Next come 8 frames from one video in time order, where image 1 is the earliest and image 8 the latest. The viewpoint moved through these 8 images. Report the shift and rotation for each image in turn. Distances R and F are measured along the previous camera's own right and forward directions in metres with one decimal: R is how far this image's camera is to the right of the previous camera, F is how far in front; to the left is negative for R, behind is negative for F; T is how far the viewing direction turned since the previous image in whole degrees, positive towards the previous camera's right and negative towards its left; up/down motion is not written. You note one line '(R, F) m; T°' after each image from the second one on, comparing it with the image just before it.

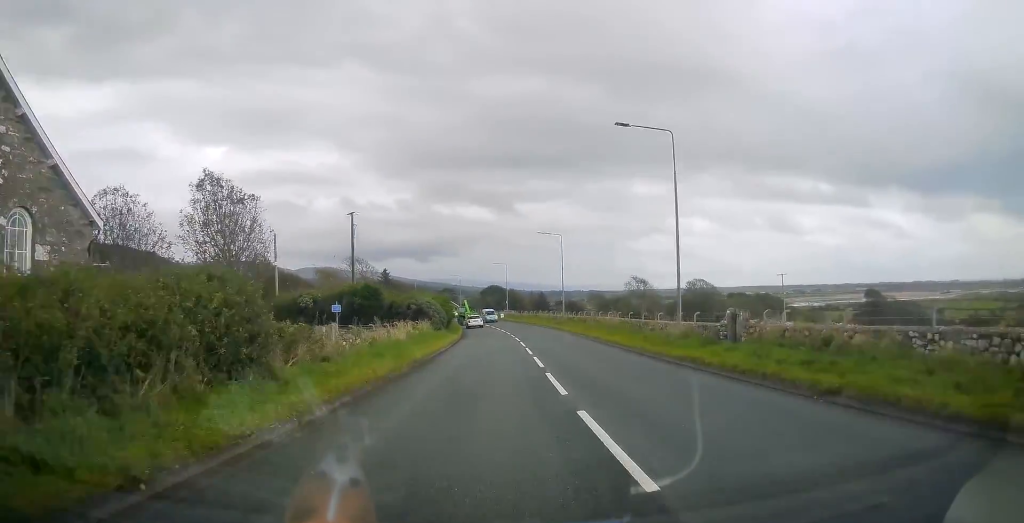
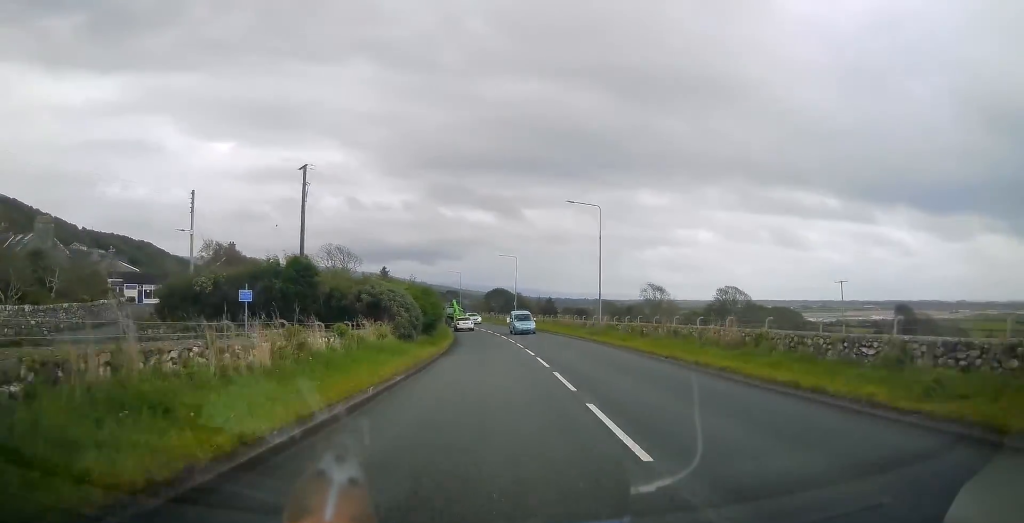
(+0.3, +16.8) m; +2°
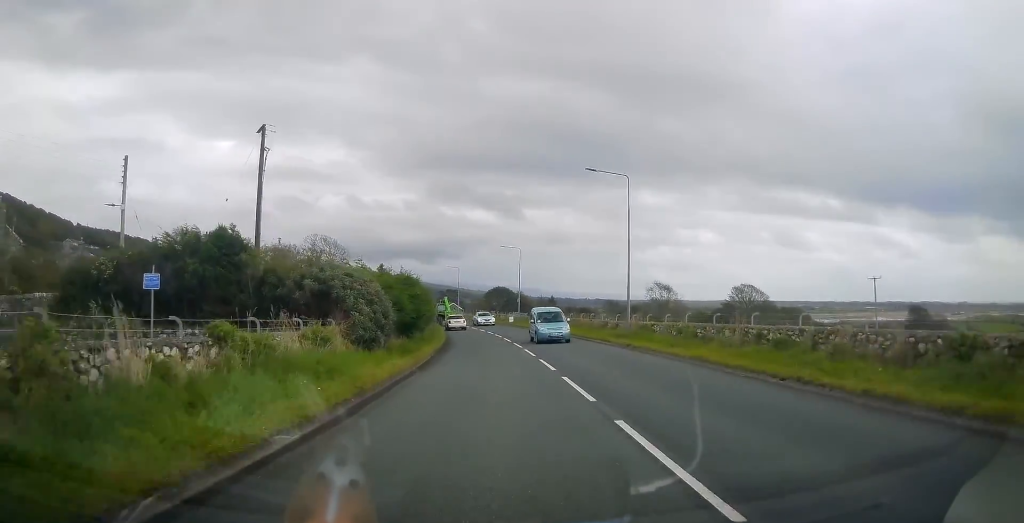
(+0.1, +7.9) m; 0°
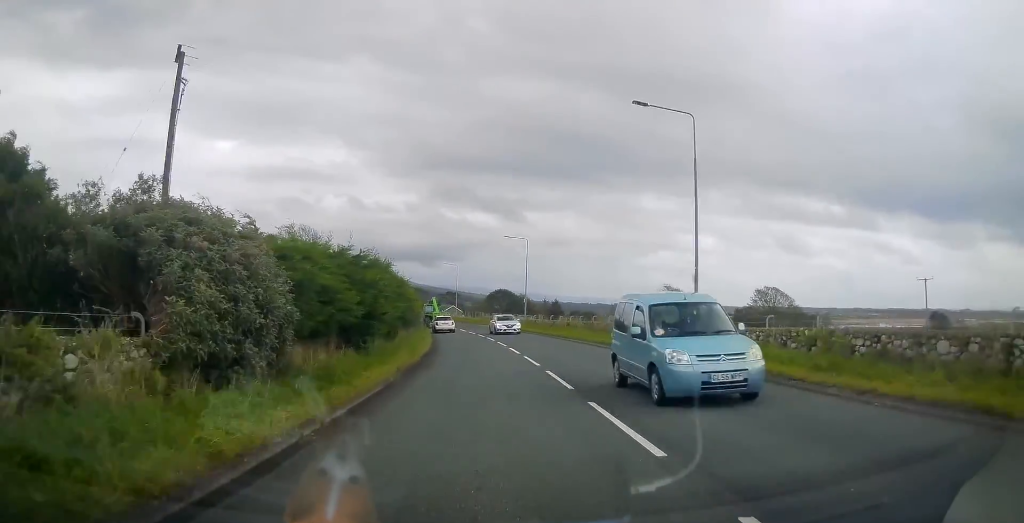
(+0.1, +10.0) m; 0°
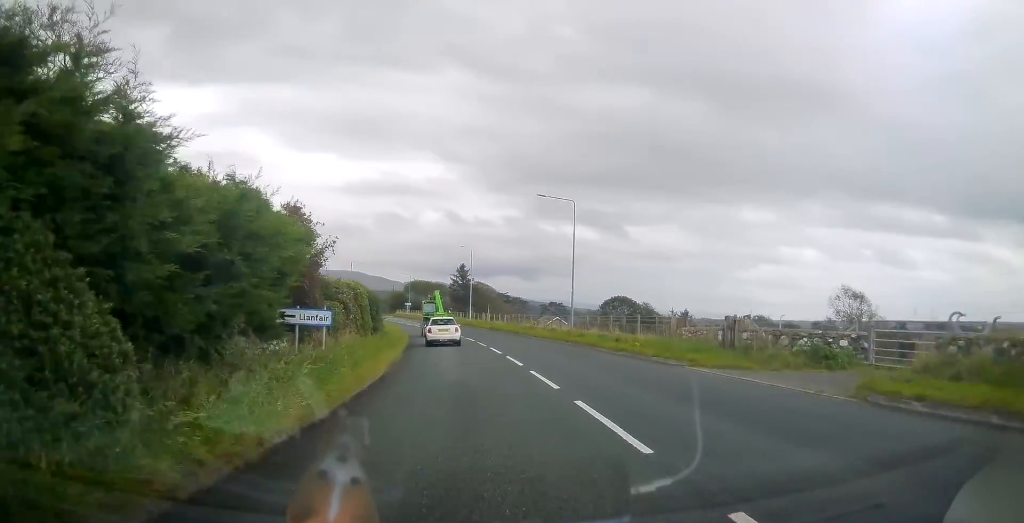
(-3.5, +56.4) m; -9°
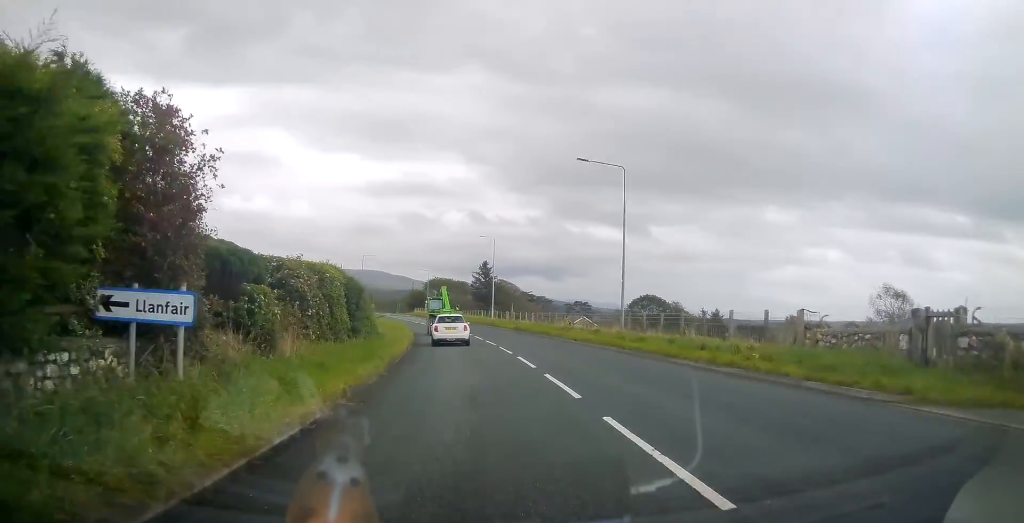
(-0.1, +8.0) m; -2°
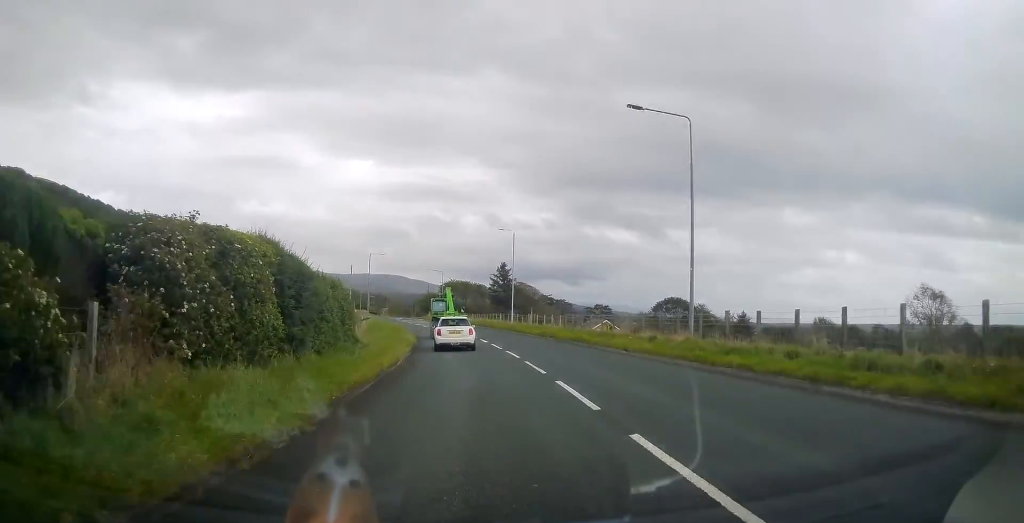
(0.0, +7.4) m; -1°
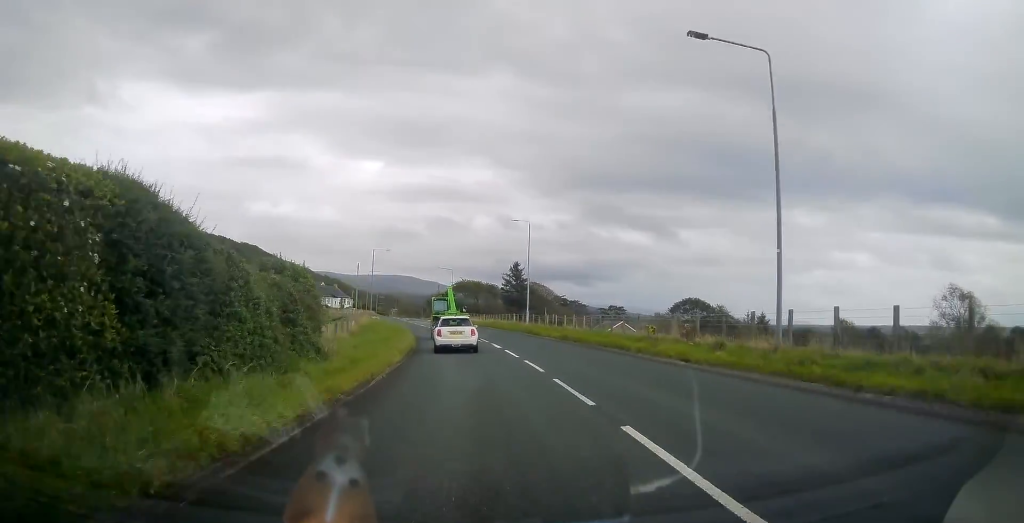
(-0.2, +5.6) m; -1°
